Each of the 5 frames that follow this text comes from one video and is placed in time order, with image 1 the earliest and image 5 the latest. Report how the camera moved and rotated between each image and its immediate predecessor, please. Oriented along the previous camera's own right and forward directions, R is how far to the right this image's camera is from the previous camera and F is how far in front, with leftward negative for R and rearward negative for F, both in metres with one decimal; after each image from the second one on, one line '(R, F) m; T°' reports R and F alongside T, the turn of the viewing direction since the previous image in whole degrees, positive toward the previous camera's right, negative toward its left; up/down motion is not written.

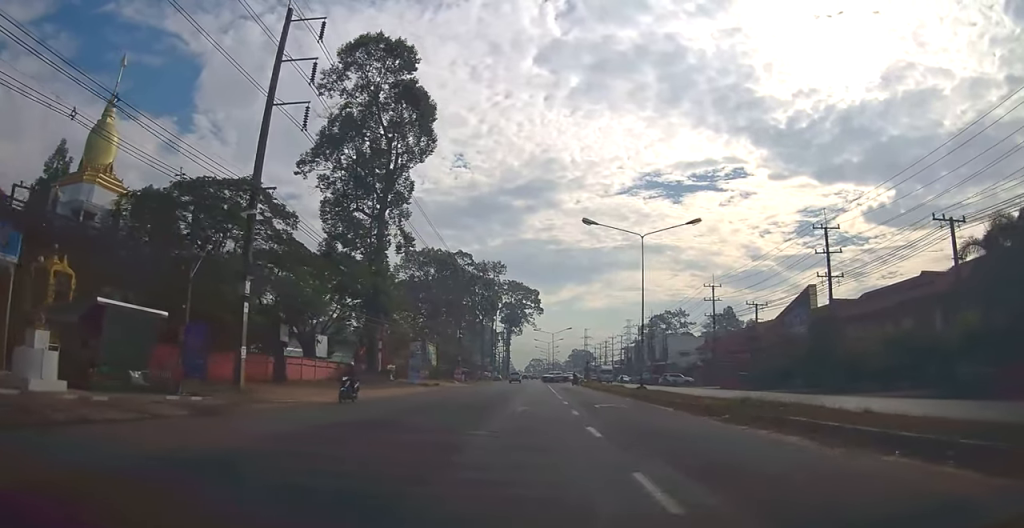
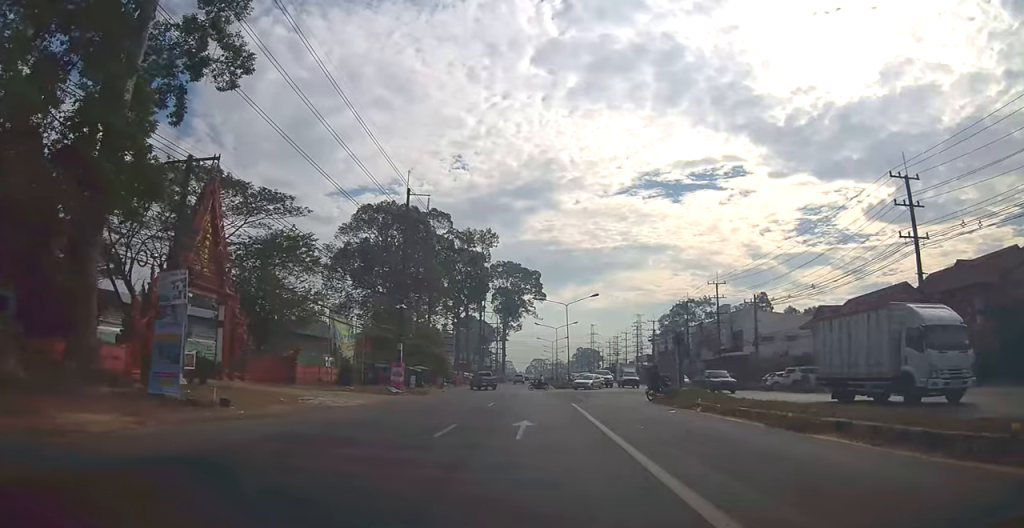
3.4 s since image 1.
(+0.9, +44.8) m; +1°
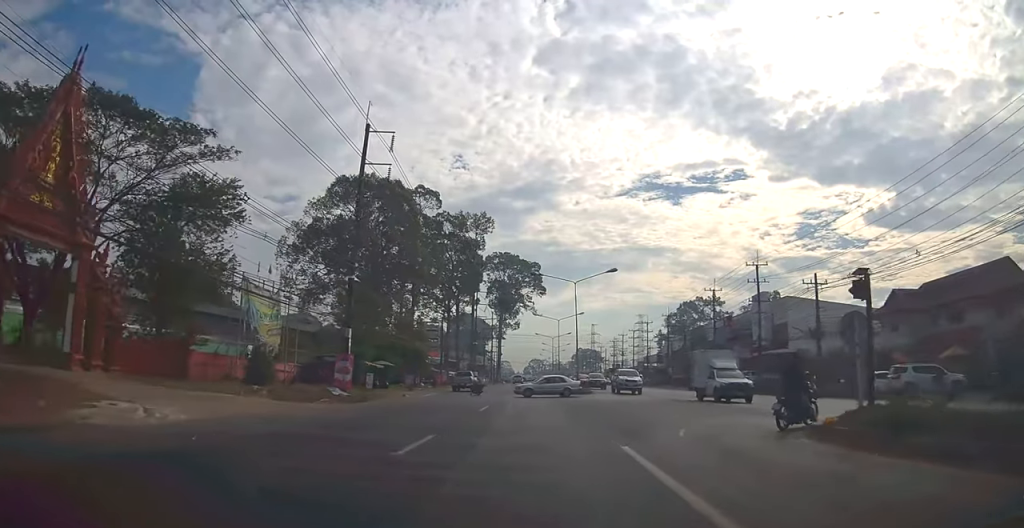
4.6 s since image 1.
(-0.3, +15.5) m; -1°
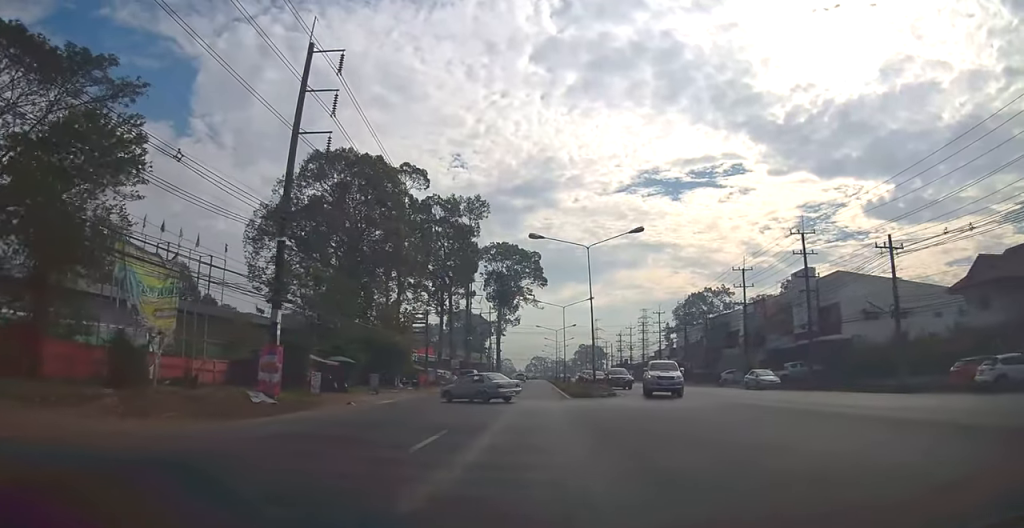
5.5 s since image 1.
(0.0, +12.0) m; +1°
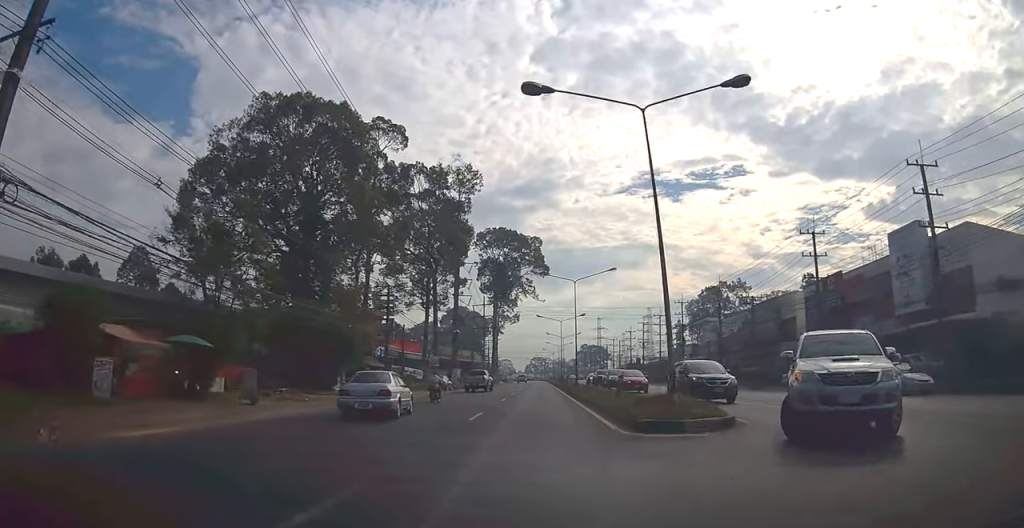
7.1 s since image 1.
(+0.6, +18.9) m; +4°
